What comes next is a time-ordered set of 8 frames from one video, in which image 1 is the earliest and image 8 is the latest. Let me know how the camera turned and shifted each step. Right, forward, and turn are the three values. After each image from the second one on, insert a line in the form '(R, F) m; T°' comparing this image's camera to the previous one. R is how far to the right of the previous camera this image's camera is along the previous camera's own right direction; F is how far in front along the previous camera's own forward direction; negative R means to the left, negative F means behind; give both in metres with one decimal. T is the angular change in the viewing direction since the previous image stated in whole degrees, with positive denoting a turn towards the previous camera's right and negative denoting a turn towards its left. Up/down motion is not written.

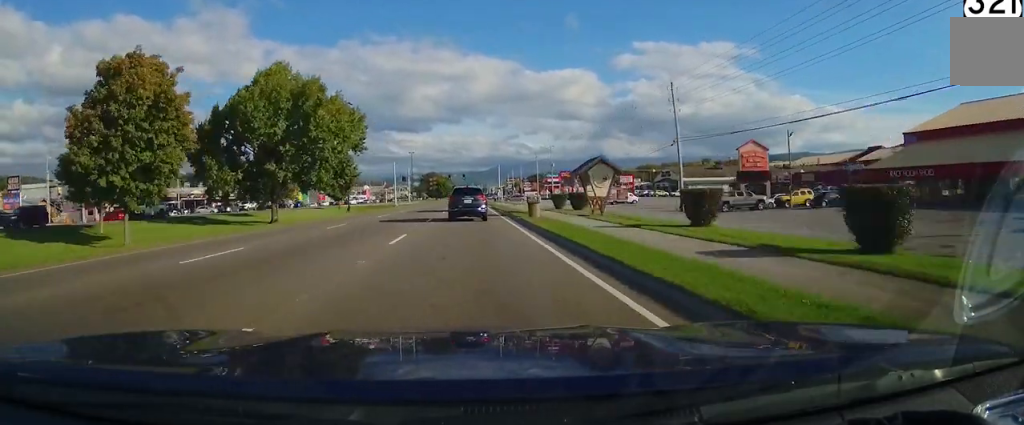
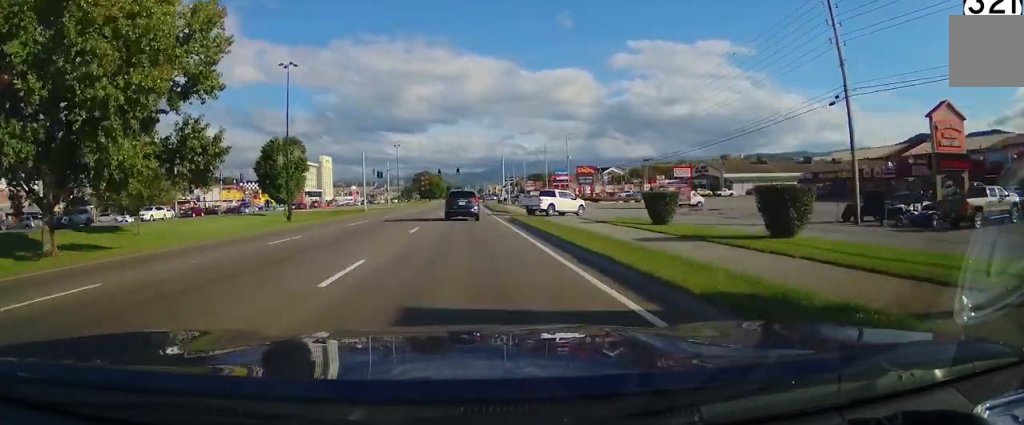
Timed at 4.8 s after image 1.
(-1.0, +40.3) m; -1°
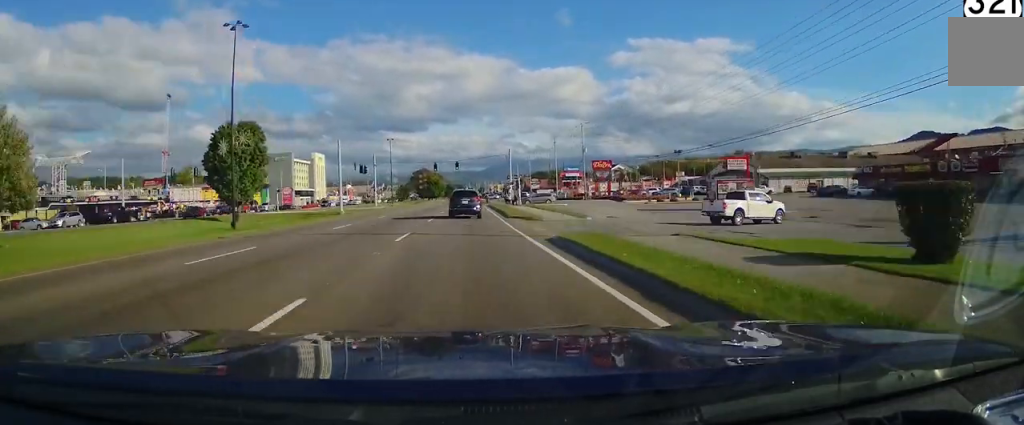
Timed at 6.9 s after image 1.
(+0.3, +21.2) m; +1°
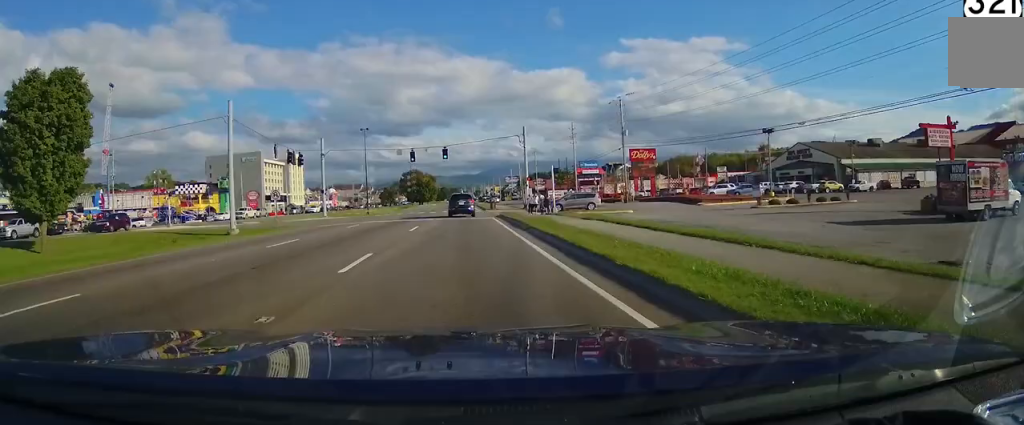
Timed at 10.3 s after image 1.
(+0.5, +35.6) m; +1°
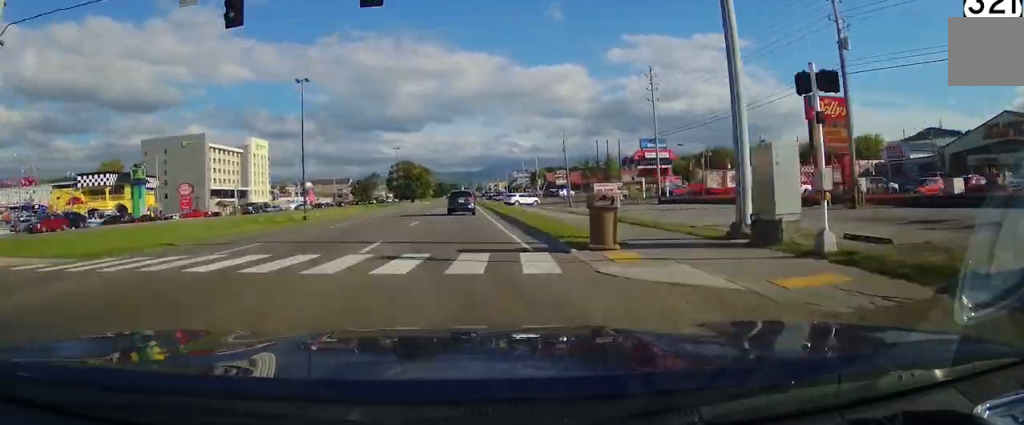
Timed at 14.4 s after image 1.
(+0.1, +49.7) m; -1°
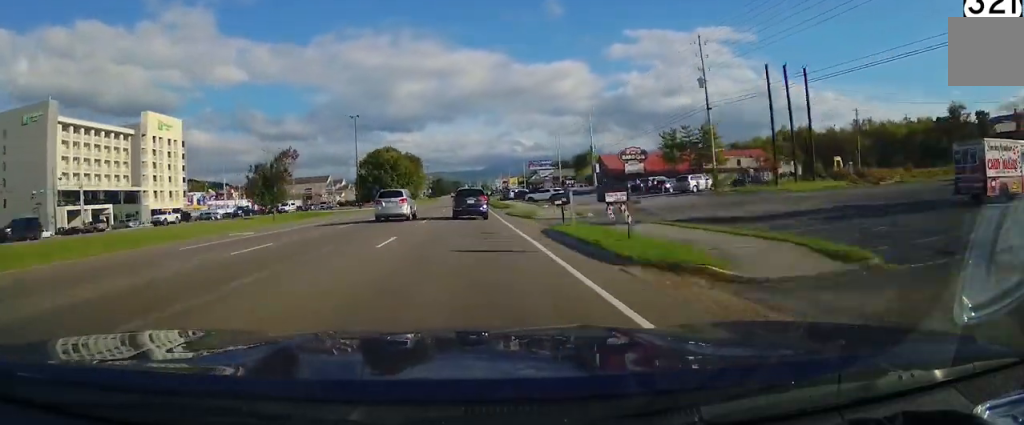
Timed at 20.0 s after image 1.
(-0.6, +72.2) m; -1°
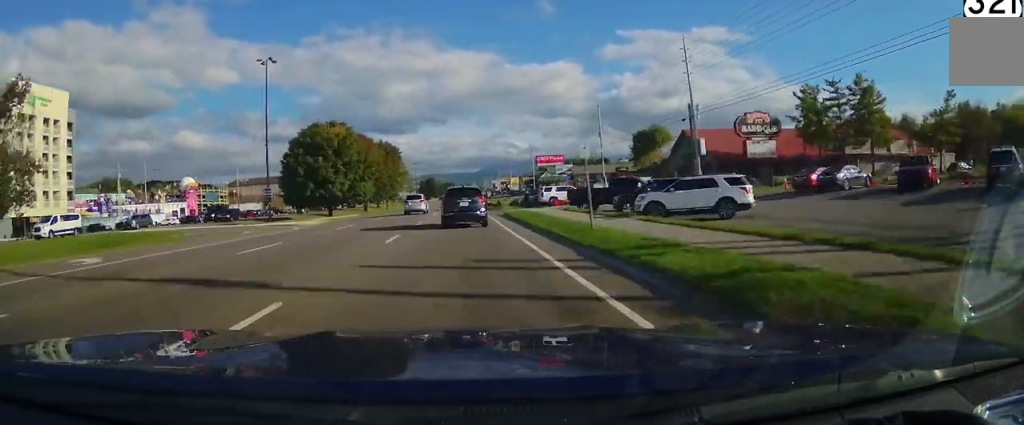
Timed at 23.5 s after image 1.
(-0.1, +43.9) m; 0°
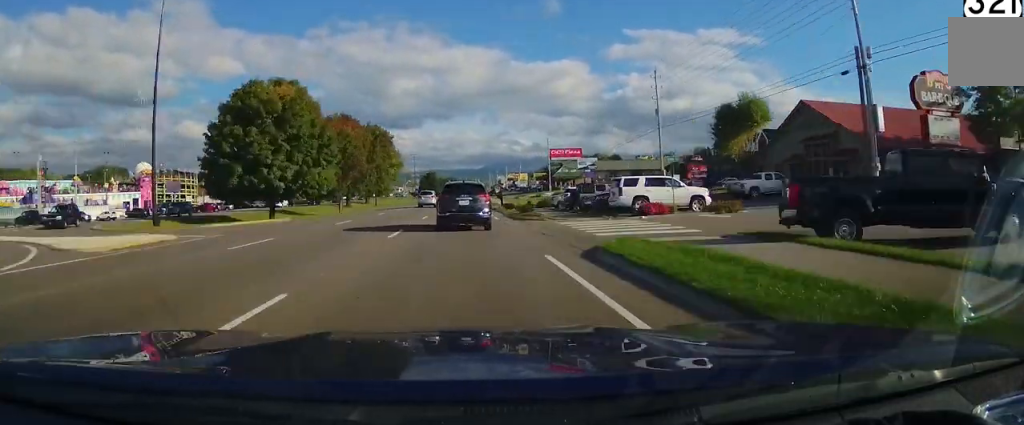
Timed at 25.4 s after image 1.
(-0.1, +23.0) m; 0°
